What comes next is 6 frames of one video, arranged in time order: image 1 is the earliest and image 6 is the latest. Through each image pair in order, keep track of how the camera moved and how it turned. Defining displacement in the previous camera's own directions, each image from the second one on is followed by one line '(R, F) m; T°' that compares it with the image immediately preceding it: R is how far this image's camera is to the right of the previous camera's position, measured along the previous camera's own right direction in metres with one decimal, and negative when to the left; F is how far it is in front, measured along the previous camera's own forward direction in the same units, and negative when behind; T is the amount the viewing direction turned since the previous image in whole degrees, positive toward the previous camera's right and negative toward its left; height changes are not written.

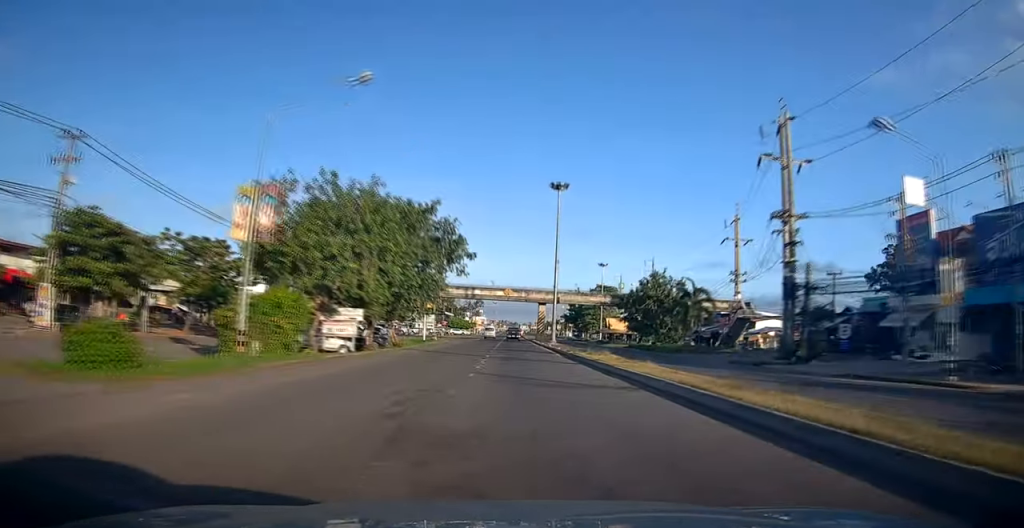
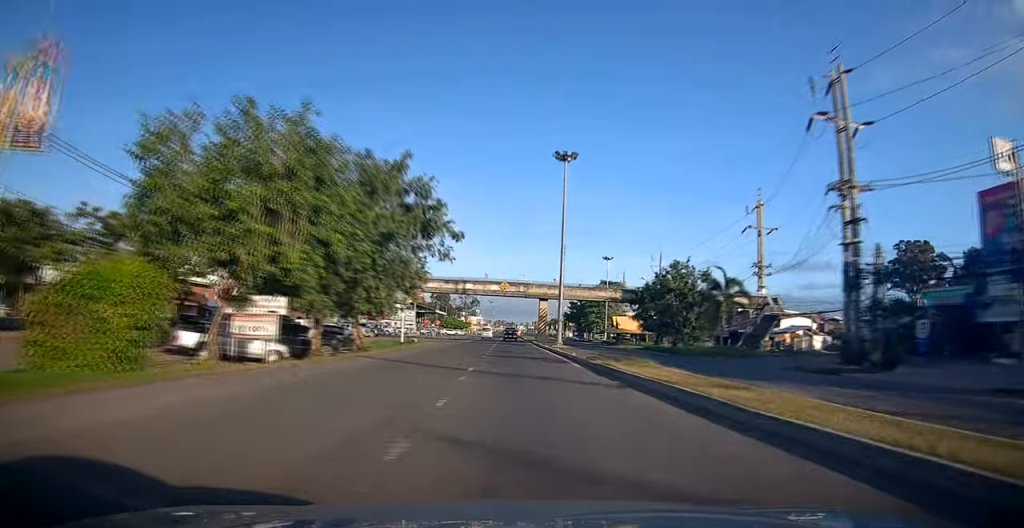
(0.0, +9.7) m; 0°
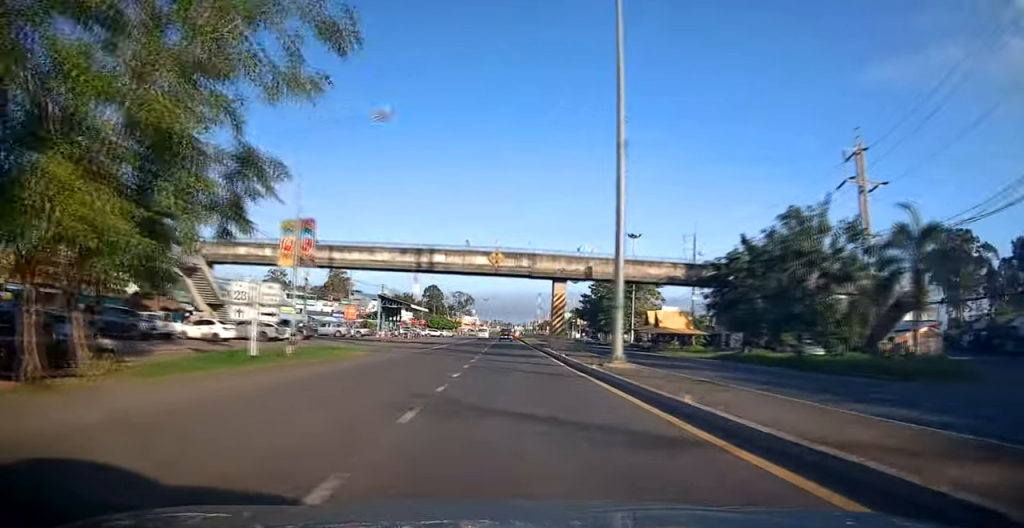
(0.0, +25.7) m; 0°
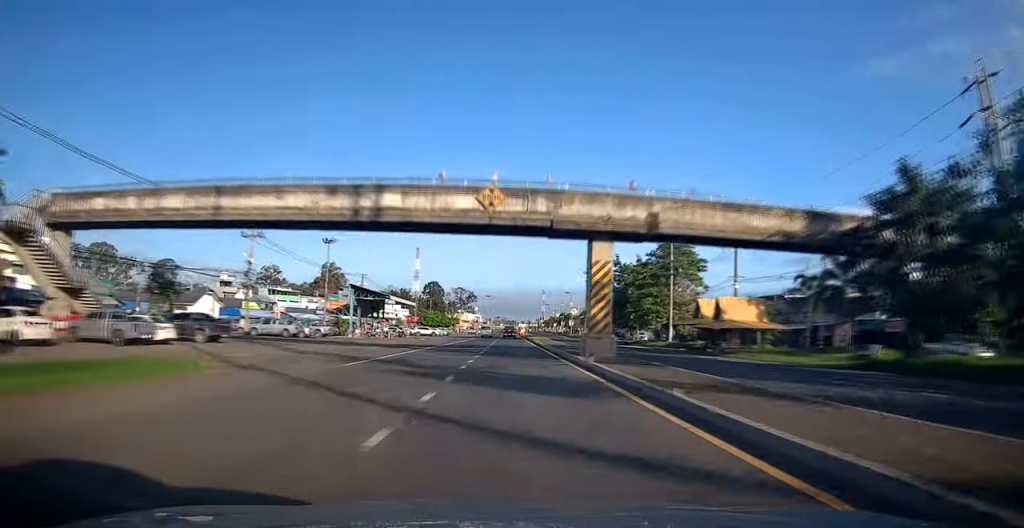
(+0.1, +17.8) m; 0°
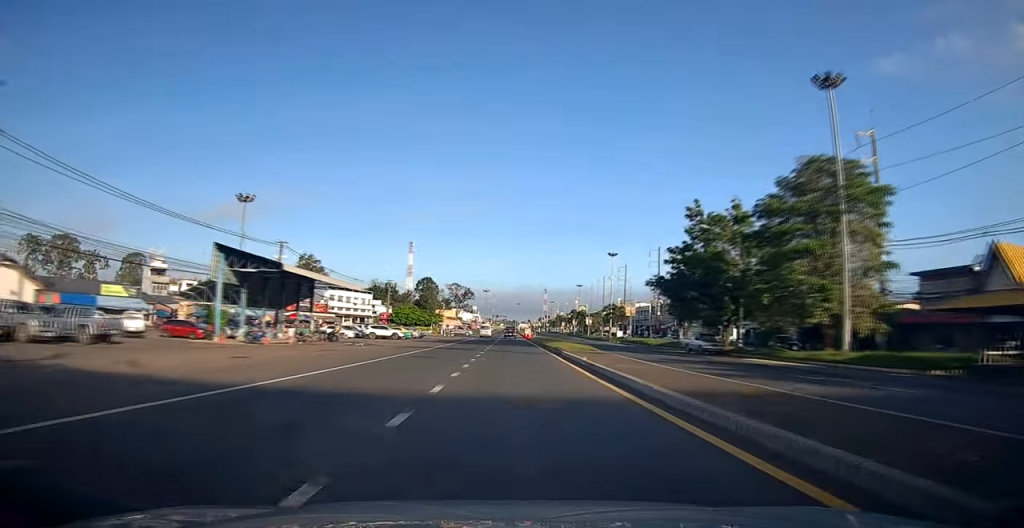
(0.0, +34.9) m; 0°
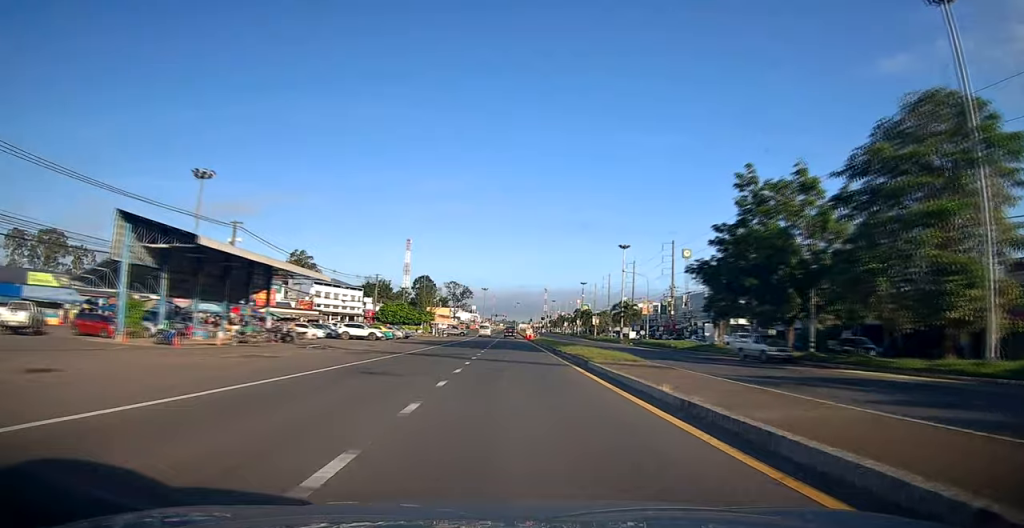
(0.0, +10.9) m; 0°
